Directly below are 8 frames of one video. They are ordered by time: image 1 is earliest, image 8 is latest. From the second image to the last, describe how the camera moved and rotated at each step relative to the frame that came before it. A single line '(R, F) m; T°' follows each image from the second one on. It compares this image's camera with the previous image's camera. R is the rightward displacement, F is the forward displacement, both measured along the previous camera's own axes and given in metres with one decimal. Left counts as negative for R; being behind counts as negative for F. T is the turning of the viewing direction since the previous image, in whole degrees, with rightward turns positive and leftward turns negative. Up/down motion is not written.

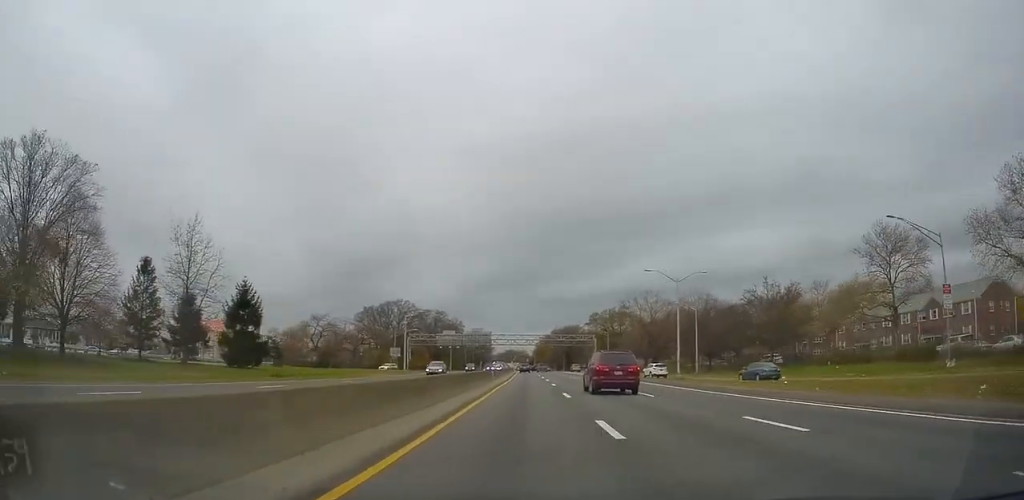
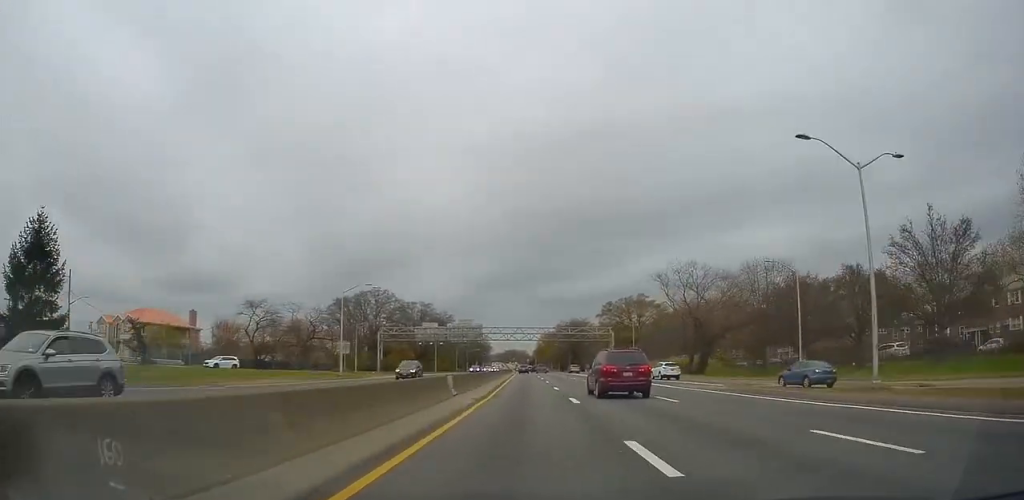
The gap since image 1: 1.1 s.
(+0.7, +29.5) m; -1°
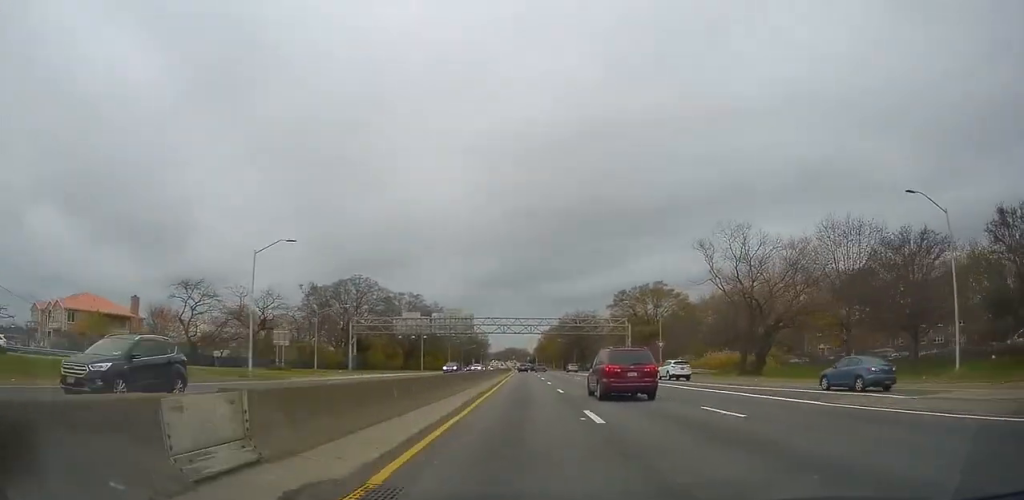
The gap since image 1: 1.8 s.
(-0.7, +19.4) m; 0°
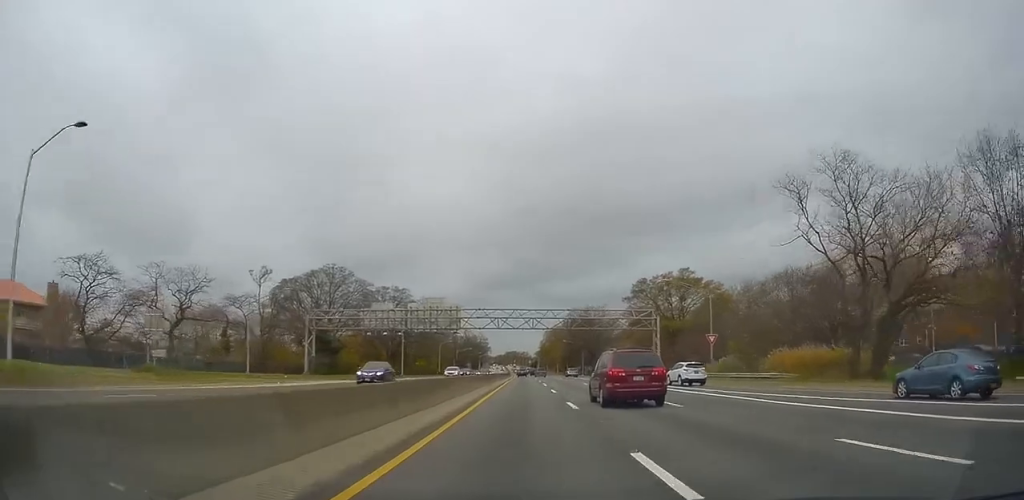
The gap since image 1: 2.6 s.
(0.0, +21.1) m; 0°
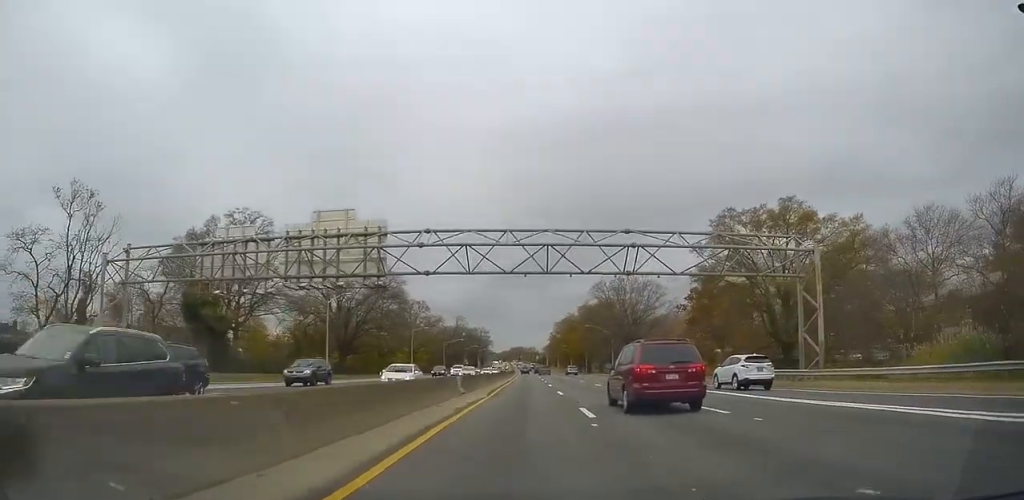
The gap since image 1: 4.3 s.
(-0.6, +43.7) m; 0°
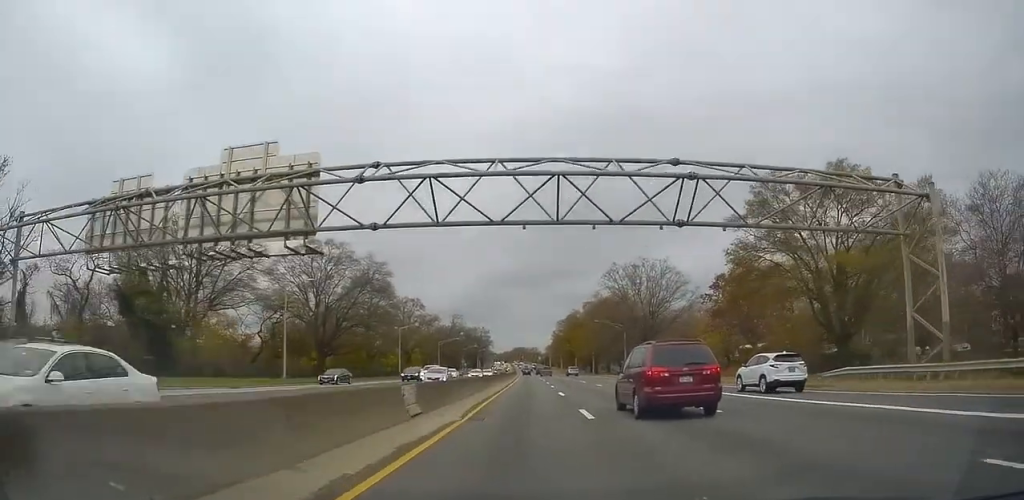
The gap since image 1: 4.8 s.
(+0.5, +12.1) m; 0°
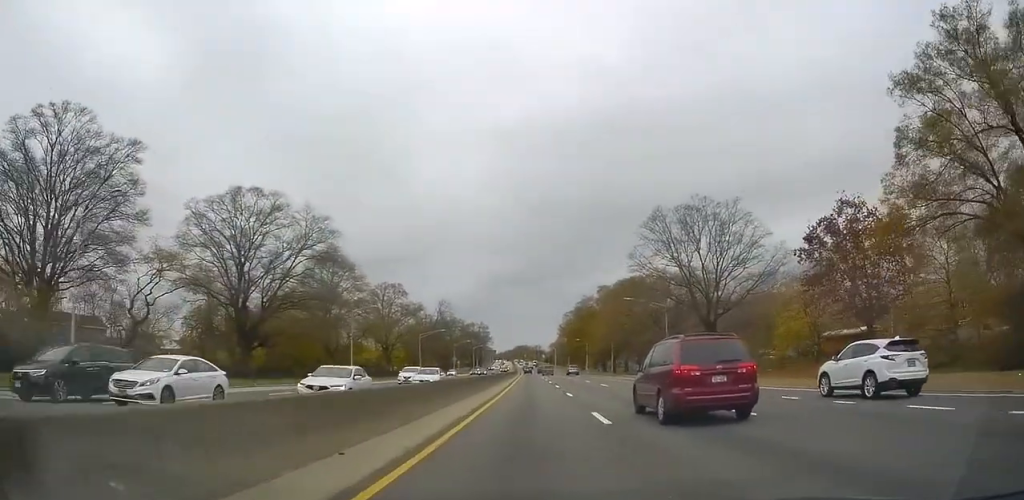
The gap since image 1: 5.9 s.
(0.0, +28.0) m; -1°
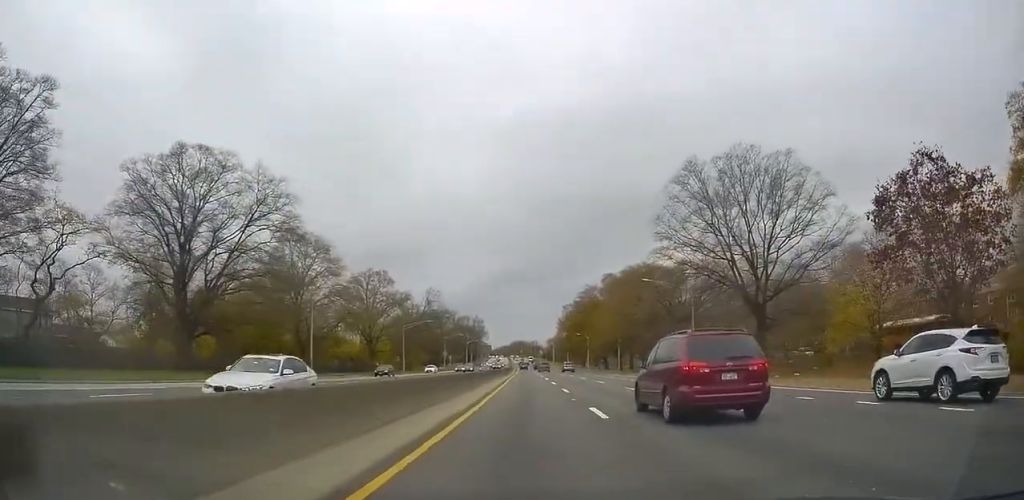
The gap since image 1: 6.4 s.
(-0.1, +12.4) m; 0°
